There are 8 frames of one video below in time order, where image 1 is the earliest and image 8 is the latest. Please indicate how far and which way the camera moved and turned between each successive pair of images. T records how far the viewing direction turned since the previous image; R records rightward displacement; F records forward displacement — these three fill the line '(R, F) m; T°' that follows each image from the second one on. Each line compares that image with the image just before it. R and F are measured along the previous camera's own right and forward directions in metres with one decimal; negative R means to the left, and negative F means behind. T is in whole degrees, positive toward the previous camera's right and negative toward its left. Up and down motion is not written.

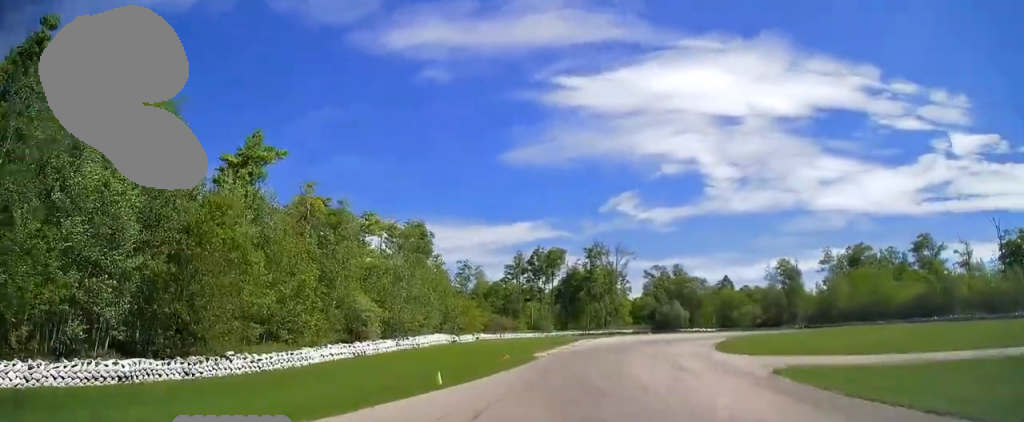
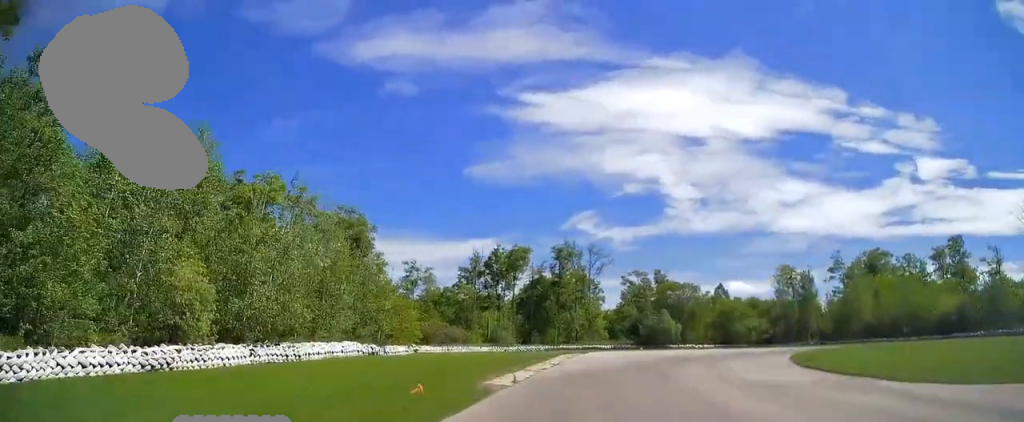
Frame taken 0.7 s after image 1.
(+0.8, +19.1) m; +6°
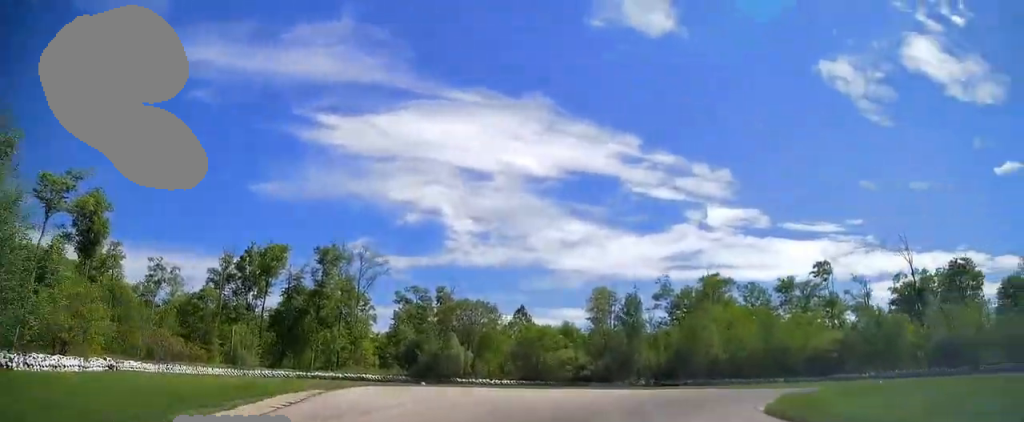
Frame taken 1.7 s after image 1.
(+1.3, +23.0) m; +18°
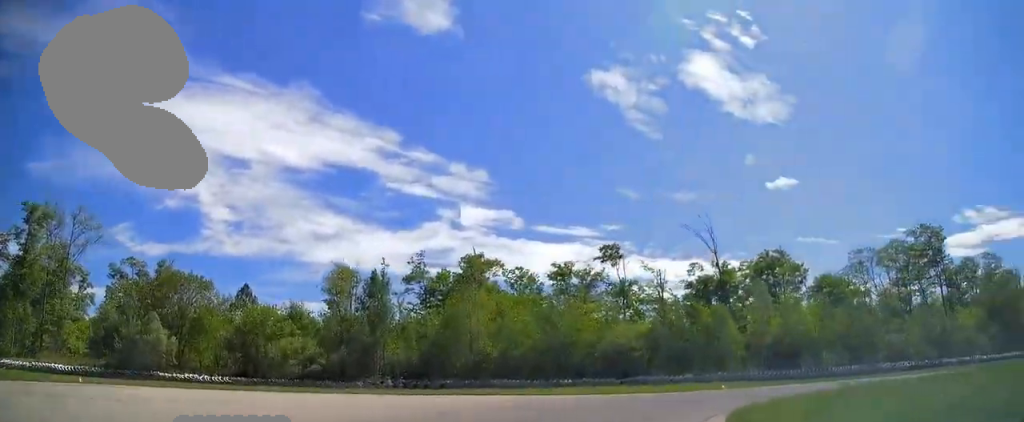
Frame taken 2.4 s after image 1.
(+2.4, +16.2) m; +25°
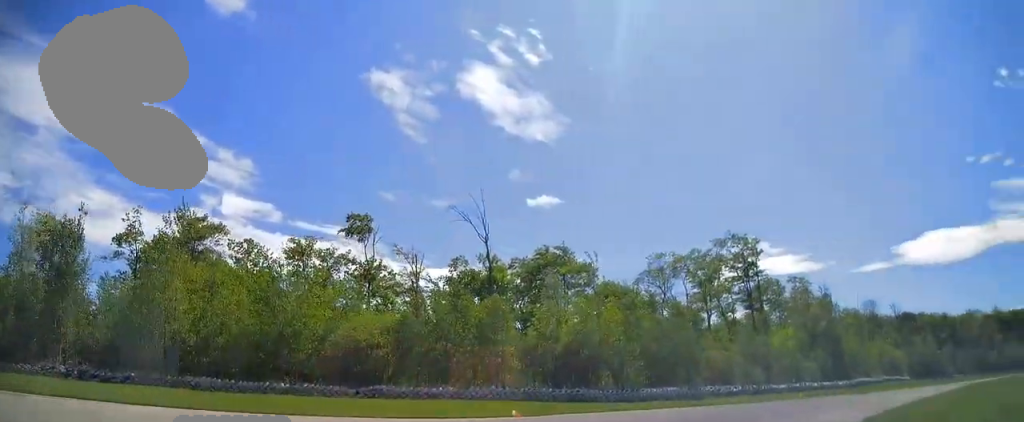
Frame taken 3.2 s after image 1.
(+4.6, +14.2) m; +25°
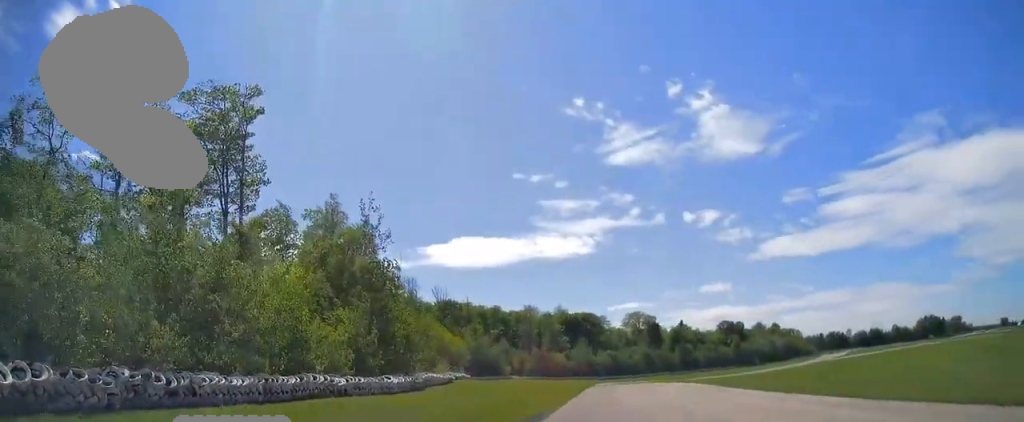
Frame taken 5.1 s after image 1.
(+18.1, +36.0) m; +41°
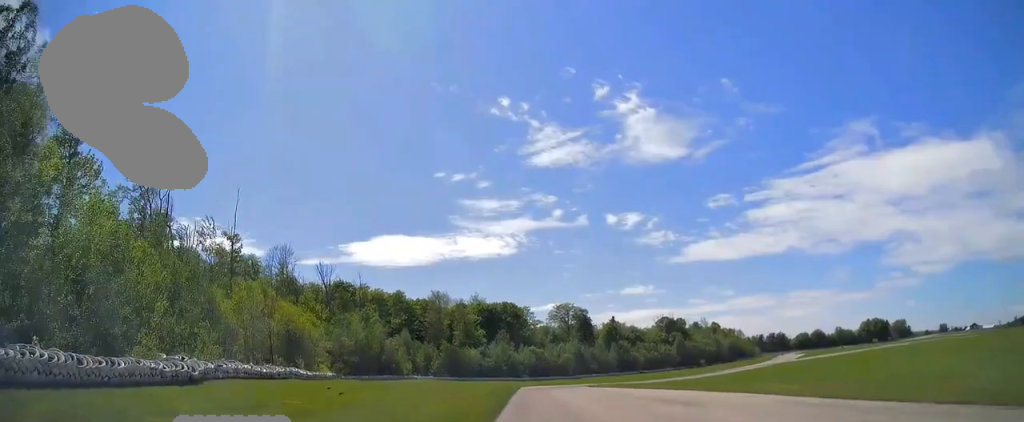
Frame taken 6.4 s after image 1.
(+3.6, +33.6) m; +8°
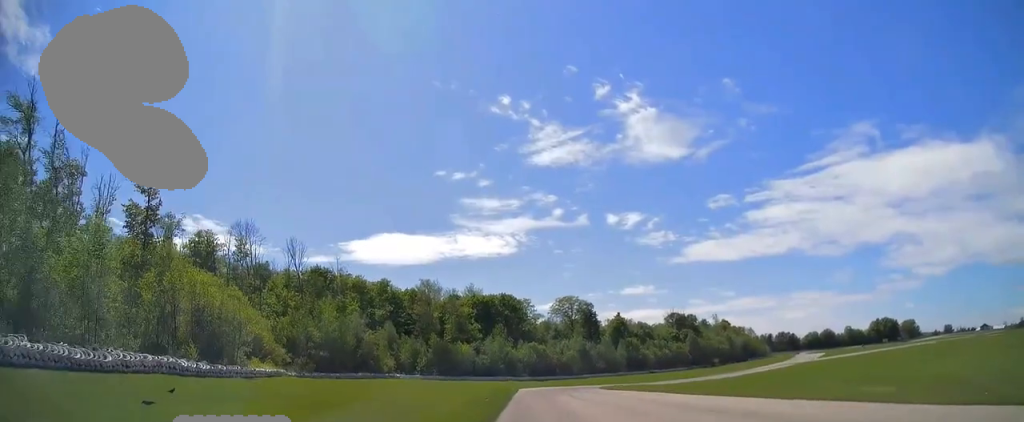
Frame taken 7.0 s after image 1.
(+0.2, +17.7) m; +1°
